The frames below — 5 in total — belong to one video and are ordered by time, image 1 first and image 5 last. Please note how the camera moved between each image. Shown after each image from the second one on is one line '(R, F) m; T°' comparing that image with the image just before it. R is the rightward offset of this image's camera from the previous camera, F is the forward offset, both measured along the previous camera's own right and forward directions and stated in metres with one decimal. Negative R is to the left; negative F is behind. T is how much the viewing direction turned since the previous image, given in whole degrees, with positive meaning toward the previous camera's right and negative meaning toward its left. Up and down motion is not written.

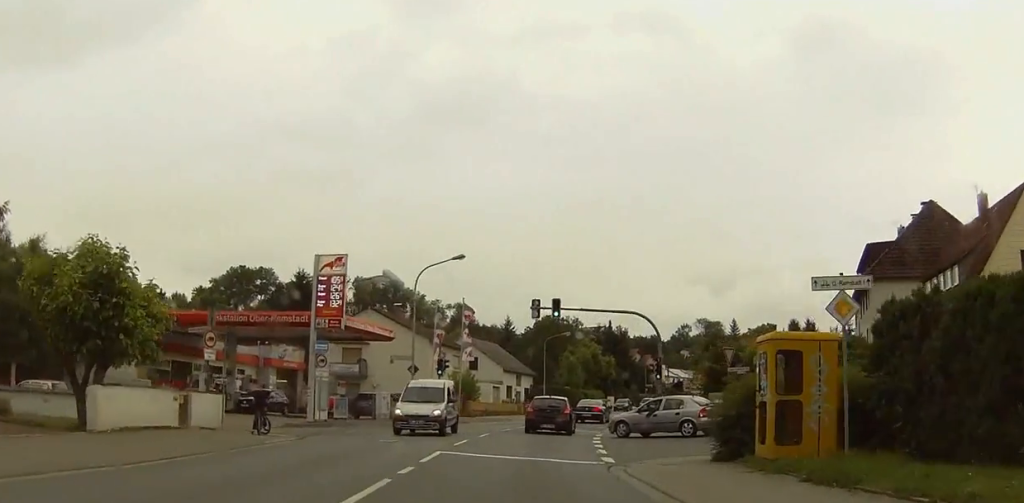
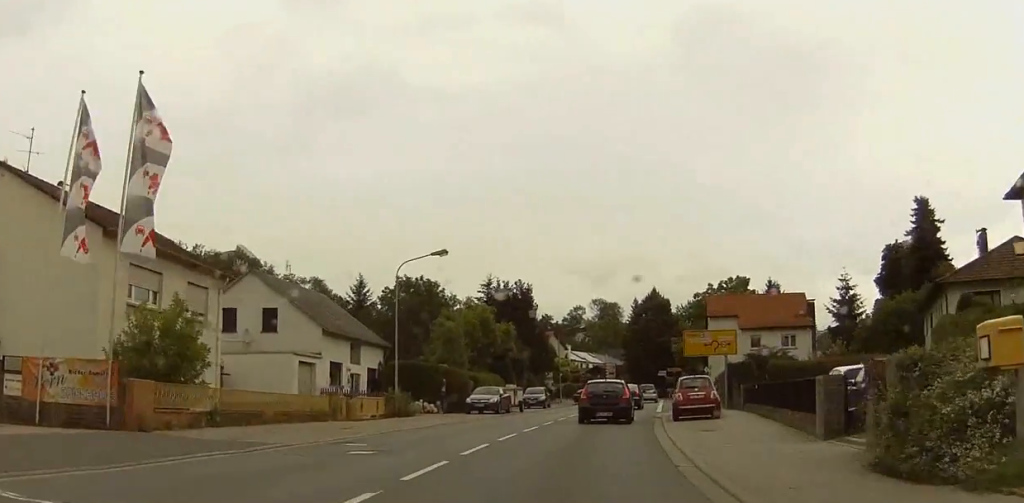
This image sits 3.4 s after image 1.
(+1.7, +42.6) m; +9°
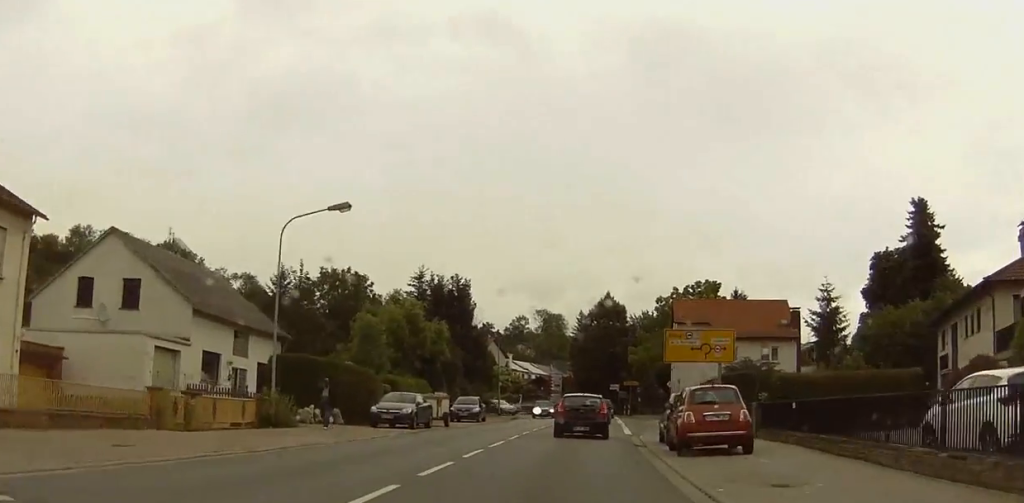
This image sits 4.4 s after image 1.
(+0.2, +11.9) m; +1°
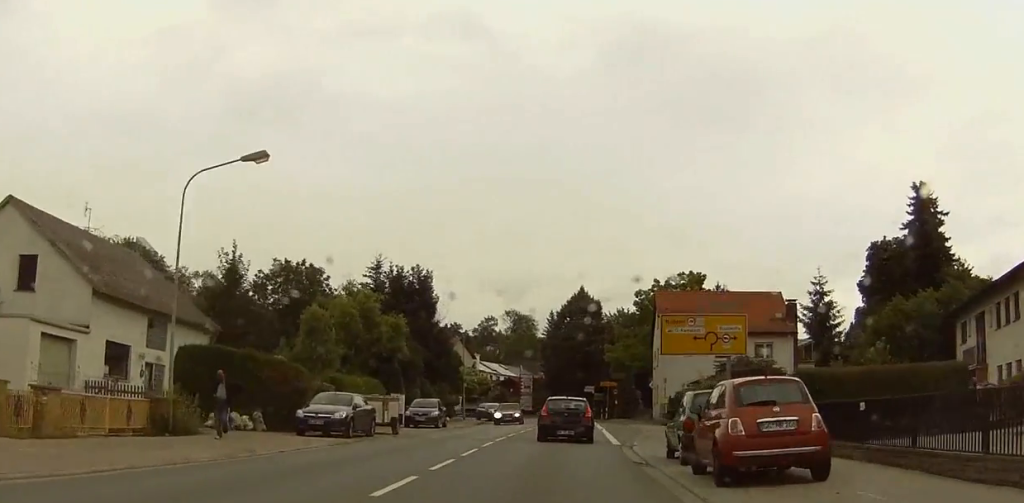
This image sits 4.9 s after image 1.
(-0.1, +7.0) m; 0°
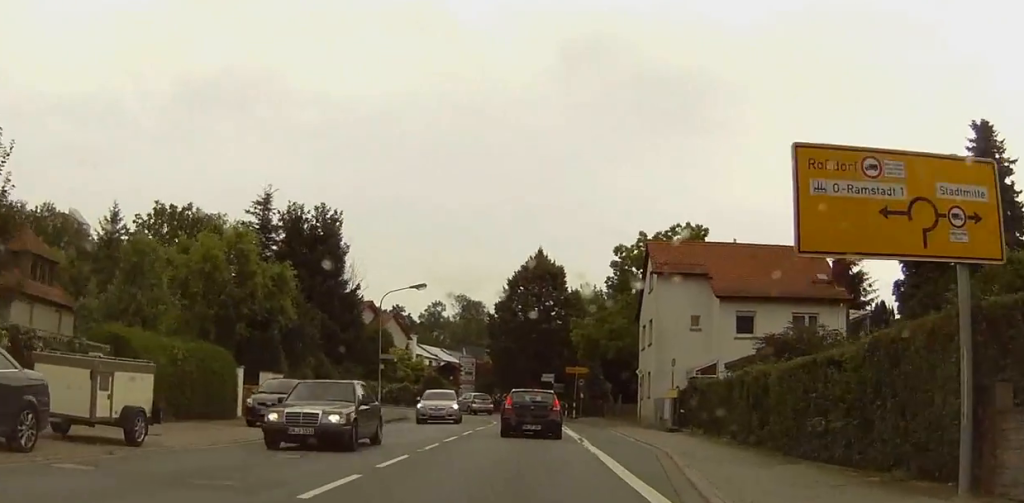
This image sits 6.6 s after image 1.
(+0.6, +19.9) m; +6°
